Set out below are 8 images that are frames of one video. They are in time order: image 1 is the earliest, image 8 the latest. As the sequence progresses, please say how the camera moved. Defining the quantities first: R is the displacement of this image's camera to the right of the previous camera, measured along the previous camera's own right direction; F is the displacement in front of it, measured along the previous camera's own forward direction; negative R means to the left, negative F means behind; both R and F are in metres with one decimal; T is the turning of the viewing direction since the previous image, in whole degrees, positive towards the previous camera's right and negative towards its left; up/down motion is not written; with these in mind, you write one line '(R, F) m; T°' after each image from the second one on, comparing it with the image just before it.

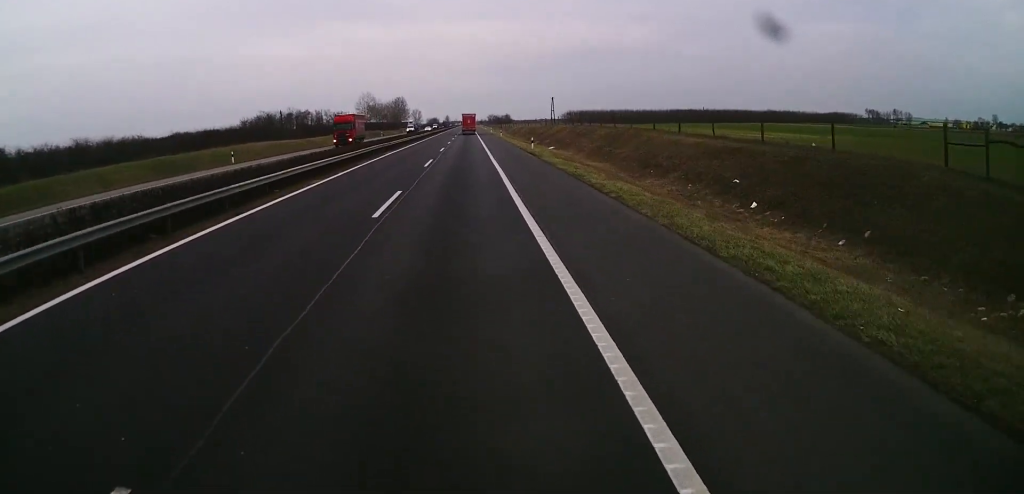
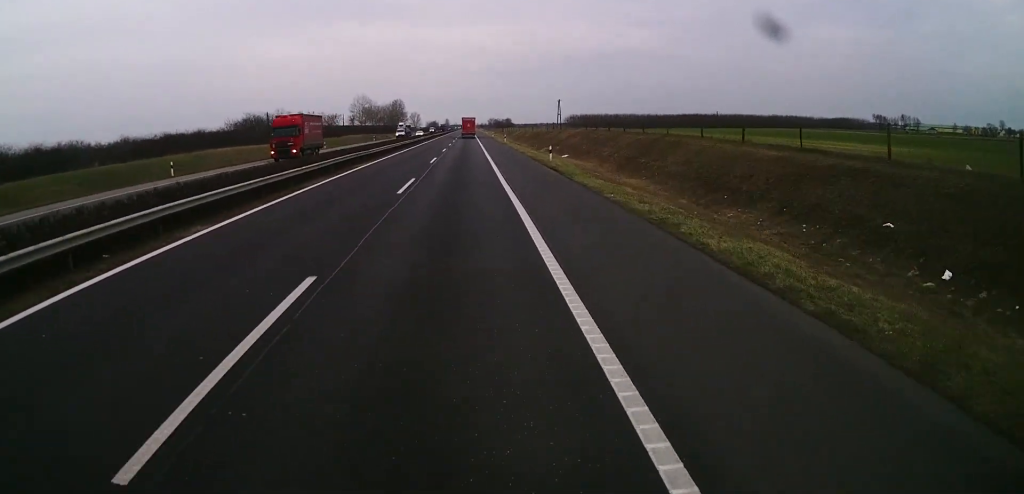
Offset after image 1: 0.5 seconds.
(+0.2, +12.3) m; 0°
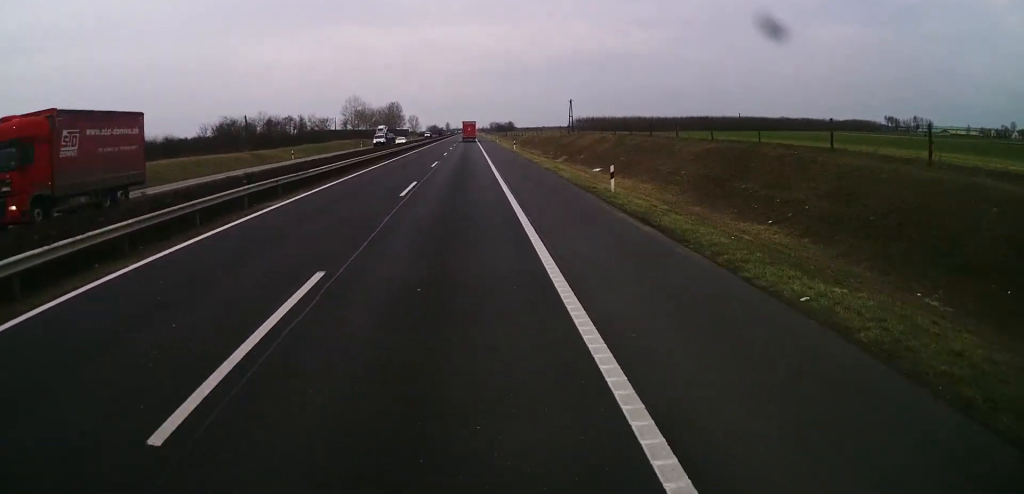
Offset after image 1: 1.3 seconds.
(-0.1, +17.7) m; 0°
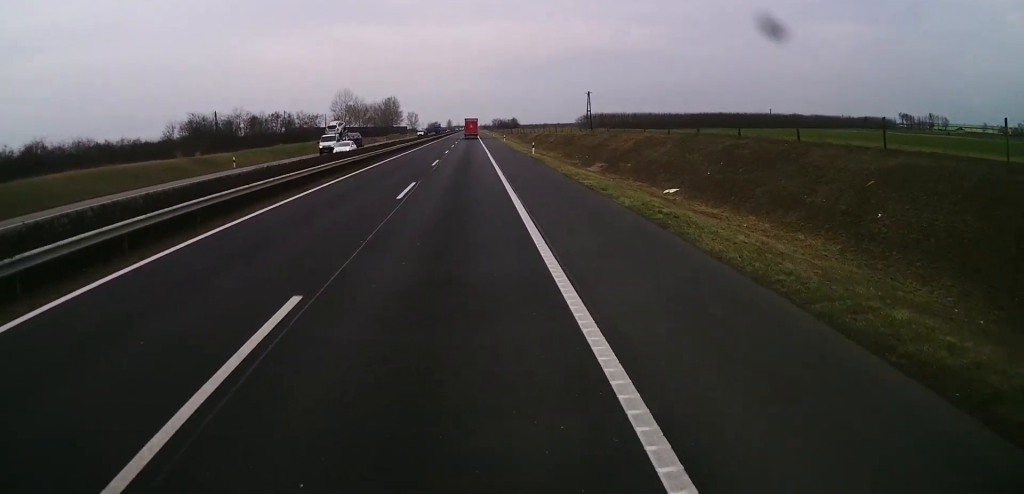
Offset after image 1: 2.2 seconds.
(-0.1, +20.0) m; 0°
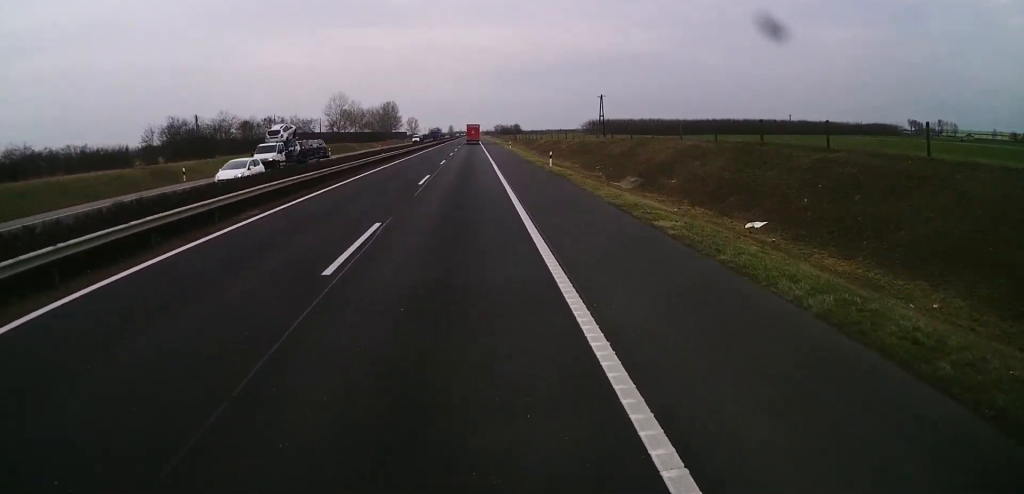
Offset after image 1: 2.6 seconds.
(-0.1, +10.8) m; 0°
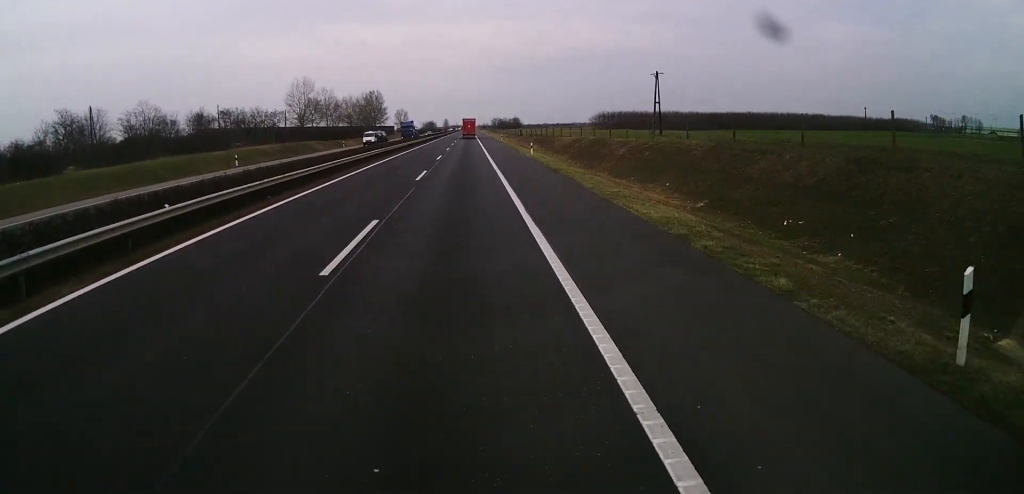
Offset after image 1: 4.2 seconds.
(+0.3, +36.9) m; 0°
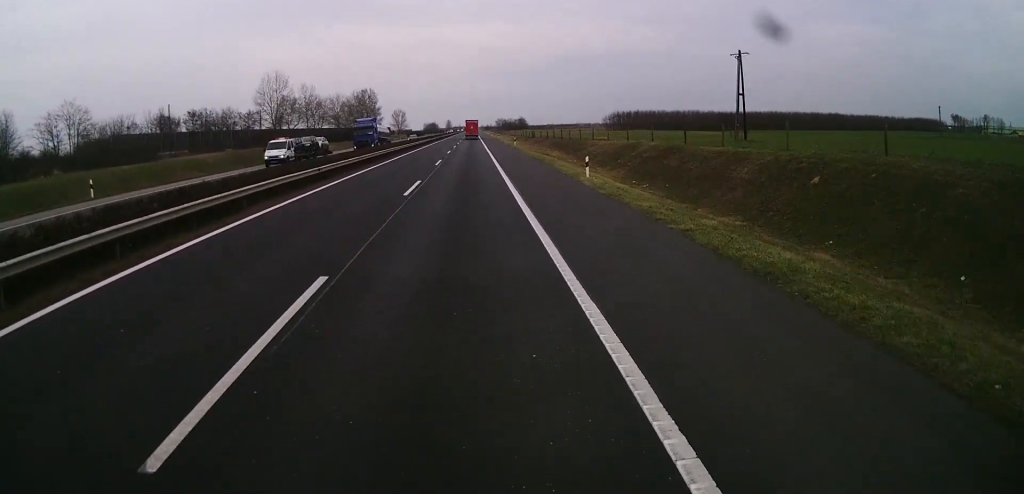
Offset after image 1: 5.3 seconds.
(+0.1, +24.6) m; -1°
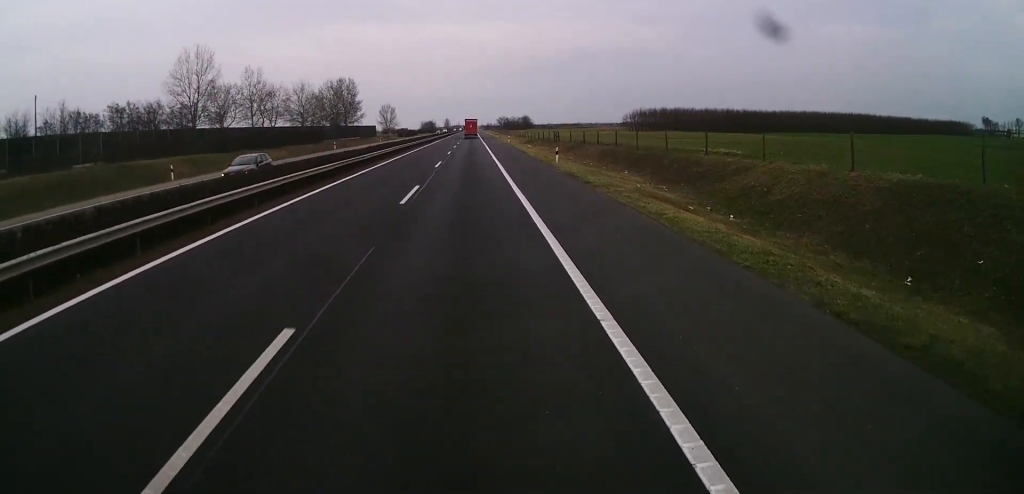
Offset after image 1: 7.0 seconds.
(-0.4, +39.1) m; 0°
